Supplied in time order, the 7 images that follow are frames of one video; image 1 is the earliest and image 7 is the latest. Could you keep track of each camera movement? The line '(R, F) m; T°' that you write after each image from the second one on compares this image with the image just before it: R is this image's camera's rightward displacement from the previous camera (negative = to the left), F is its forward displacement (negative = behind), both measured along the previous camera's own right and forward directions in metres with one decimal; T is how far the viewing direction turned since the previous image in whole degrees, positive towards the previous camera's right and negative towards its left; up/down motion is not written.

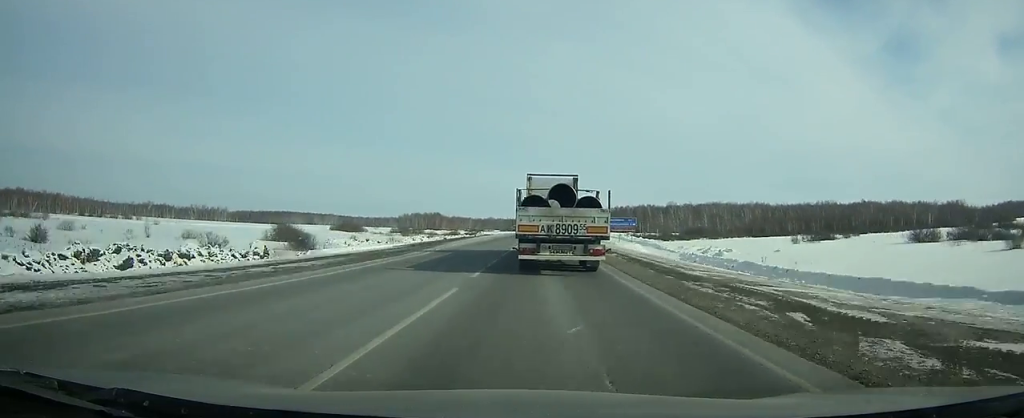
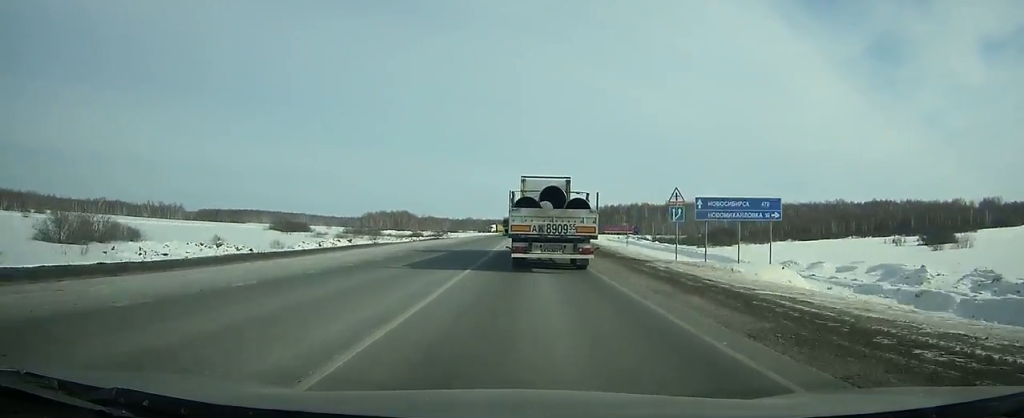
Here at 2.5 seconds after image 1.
(+0.1, +50.1) m; +1°
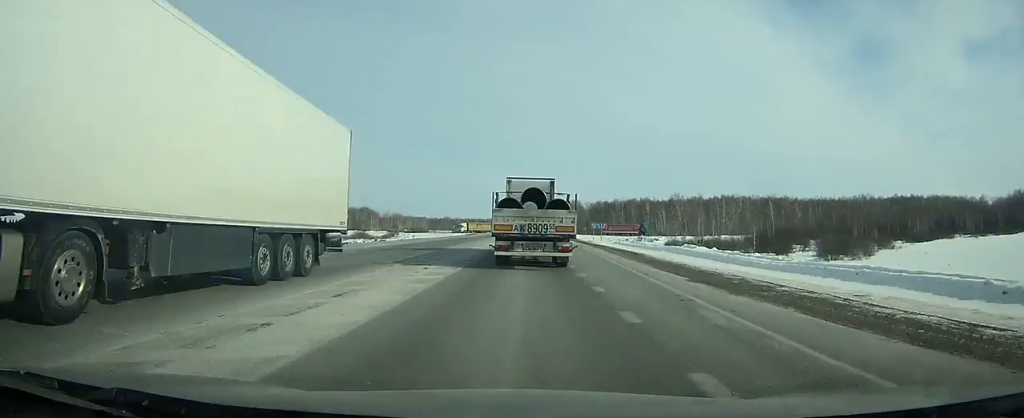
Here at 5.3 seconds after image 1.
(+0.6, +55.9) m; +1°
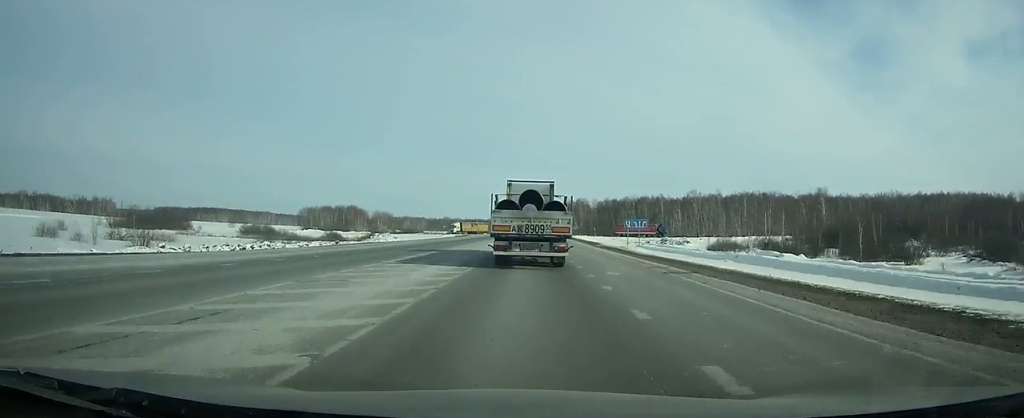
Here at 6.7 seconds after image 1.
(+0.1, +27.9) m; 0°
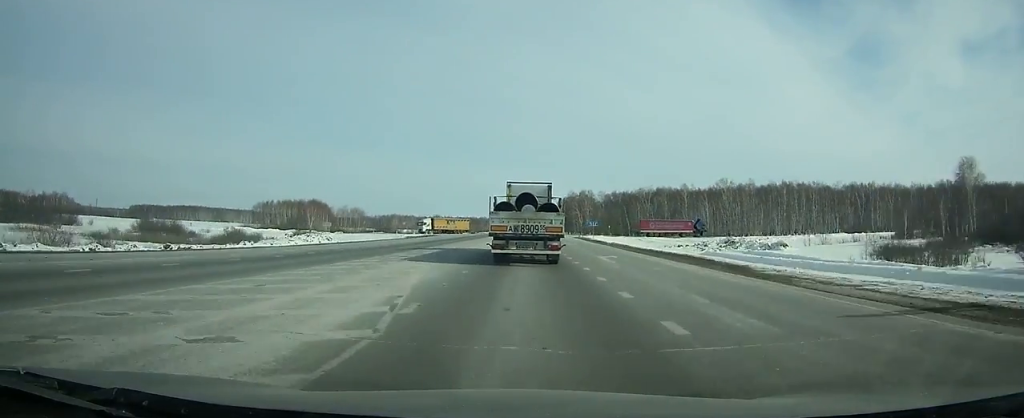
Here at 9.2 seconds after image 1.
(+0.2, +49.7) m; +1°
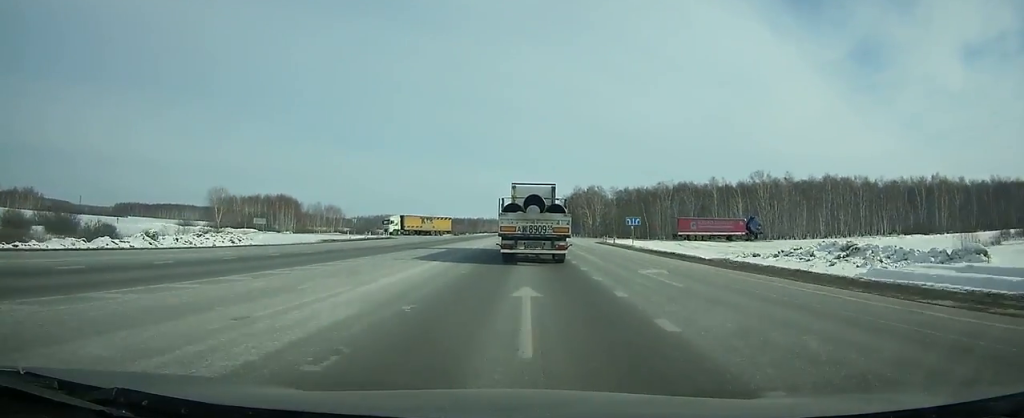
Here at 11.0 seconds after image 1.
(+0.2, +35.7) m; 0°
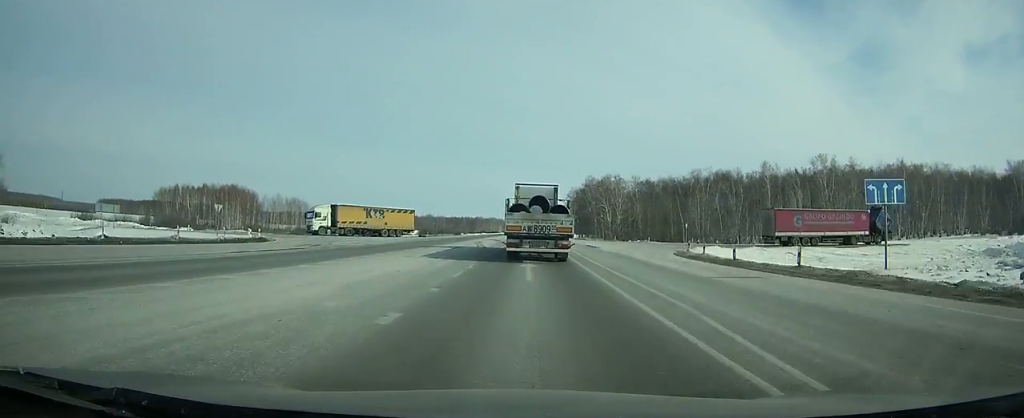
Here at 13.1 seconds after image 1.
(+0.2, +41.8) m; 0°
